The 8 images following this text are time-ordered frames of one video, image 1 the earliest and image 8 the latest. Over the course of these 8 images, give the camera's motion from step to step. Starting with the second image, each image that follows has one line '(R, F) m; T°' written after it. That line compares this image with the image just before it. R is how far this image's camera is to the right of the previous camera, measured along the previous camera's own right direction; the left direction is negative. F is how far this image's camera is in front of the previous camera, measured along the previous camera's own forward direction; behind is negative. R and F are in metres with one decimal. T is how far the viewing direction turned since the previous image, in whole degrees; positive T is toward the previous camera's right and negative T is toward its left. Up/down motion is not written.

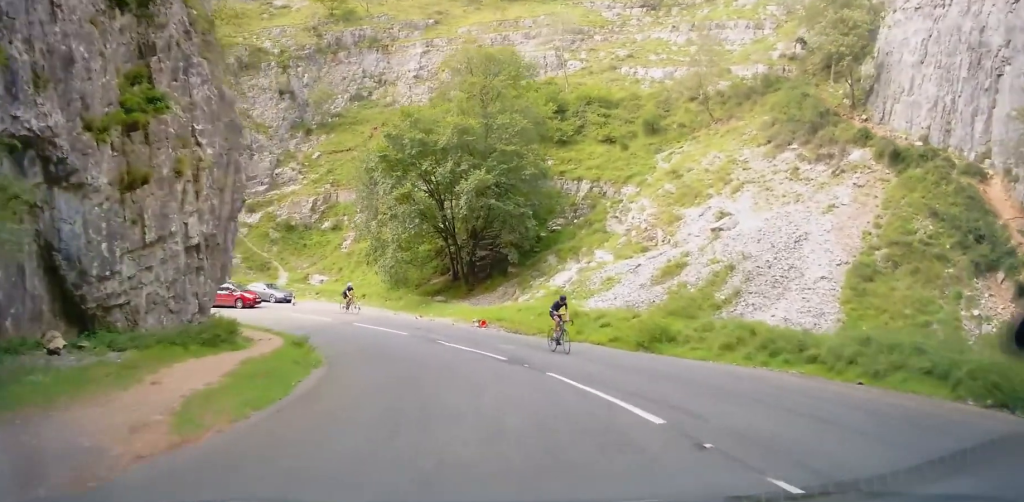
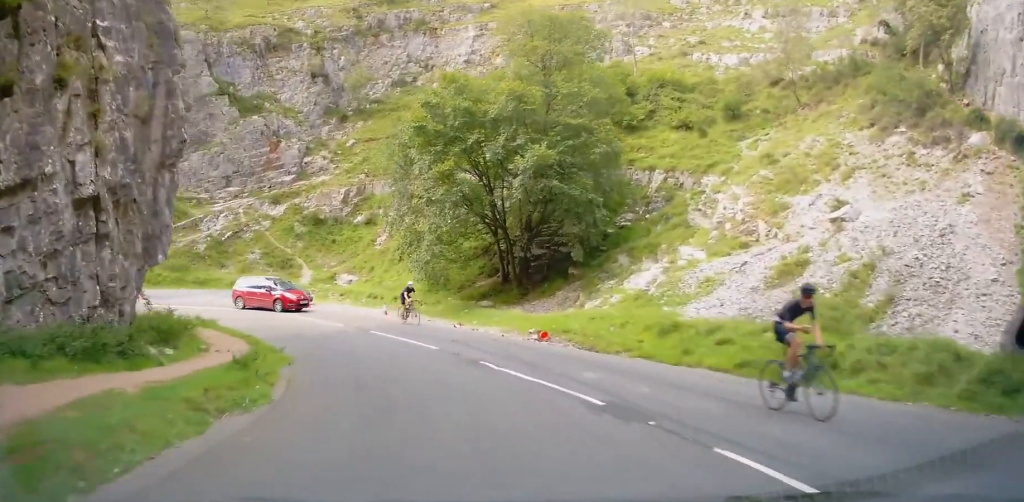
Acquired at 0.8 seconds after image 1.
(0.0, +7.5) m; -3°
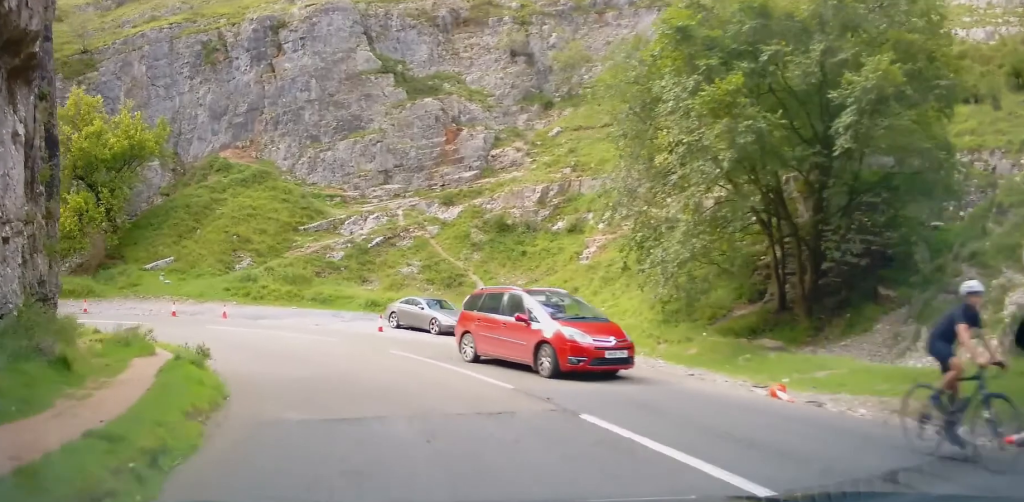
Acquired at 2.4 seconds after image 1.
(-1.6, +14.9) m; -18°
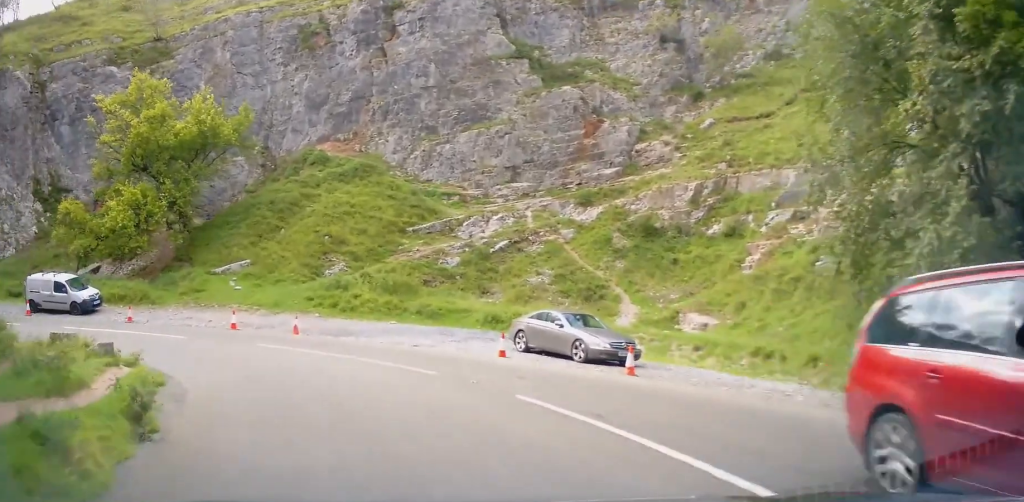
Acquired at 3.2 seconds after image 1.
(-0.6, +7.0) m; -15°
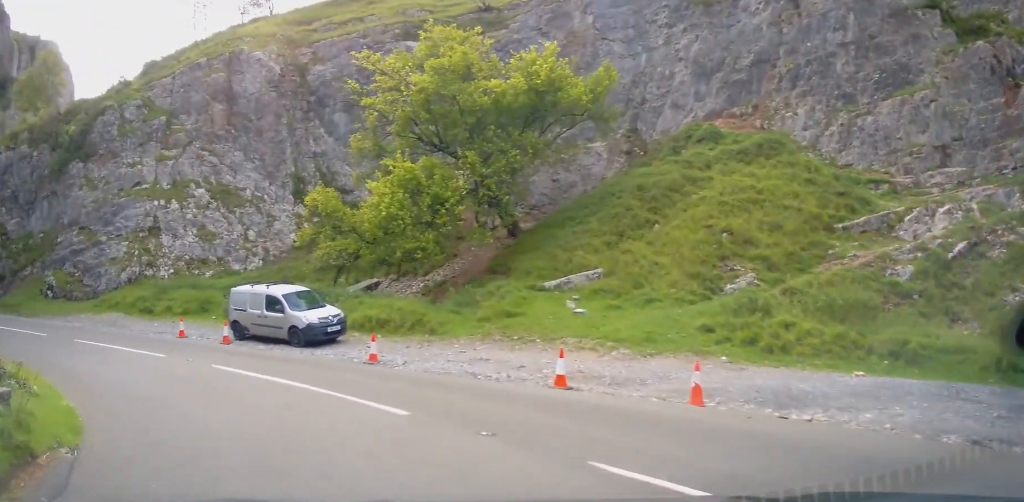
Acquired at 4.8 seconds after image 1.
(-3.3, +12.5) m; -30°
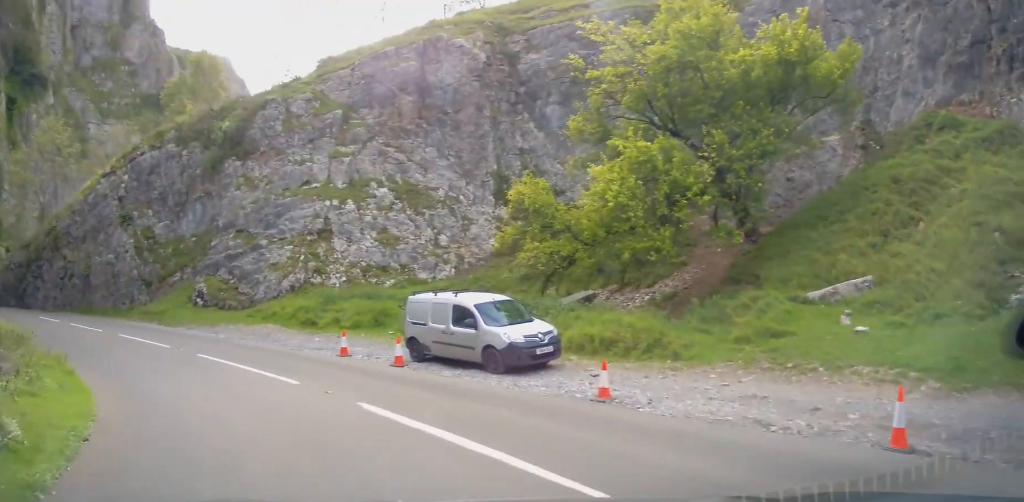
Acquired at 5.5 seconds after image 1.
(-0.5, +4.7) m; -18°
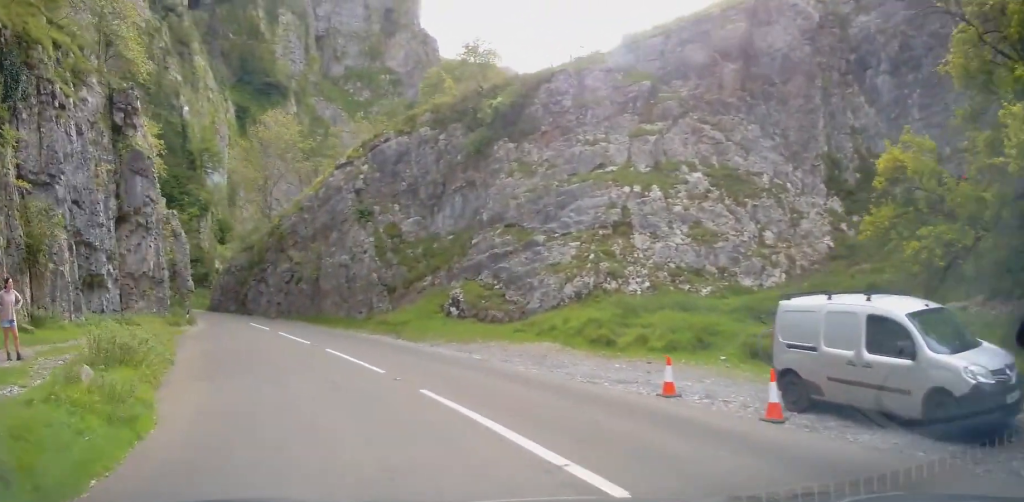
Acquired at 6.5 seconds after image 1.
(-2.2, +6.9) m; -28°
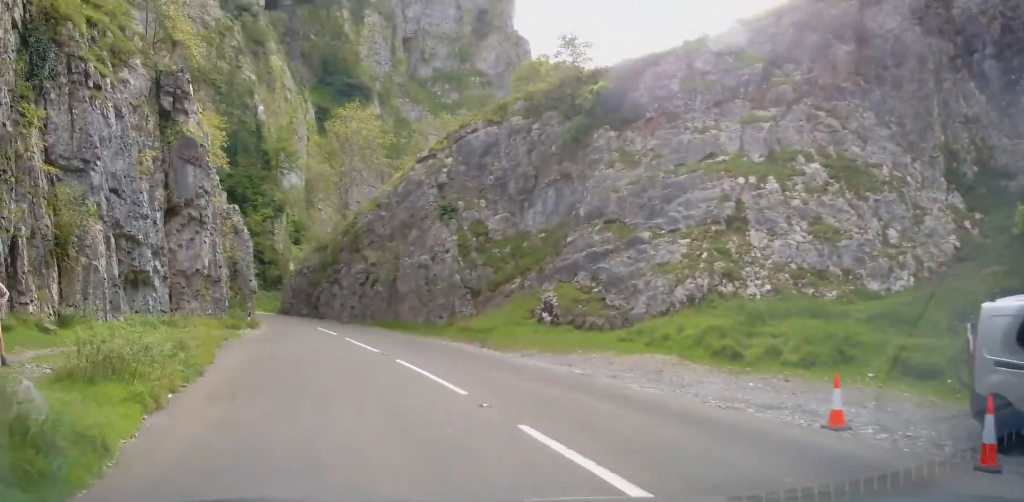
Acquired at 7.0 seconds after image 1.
(-0.3, +3.1) m; -7°
